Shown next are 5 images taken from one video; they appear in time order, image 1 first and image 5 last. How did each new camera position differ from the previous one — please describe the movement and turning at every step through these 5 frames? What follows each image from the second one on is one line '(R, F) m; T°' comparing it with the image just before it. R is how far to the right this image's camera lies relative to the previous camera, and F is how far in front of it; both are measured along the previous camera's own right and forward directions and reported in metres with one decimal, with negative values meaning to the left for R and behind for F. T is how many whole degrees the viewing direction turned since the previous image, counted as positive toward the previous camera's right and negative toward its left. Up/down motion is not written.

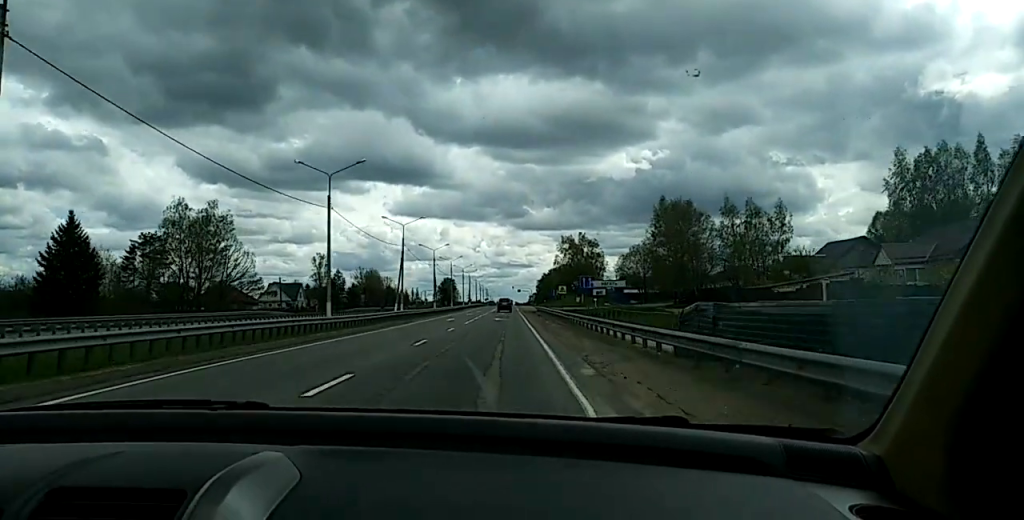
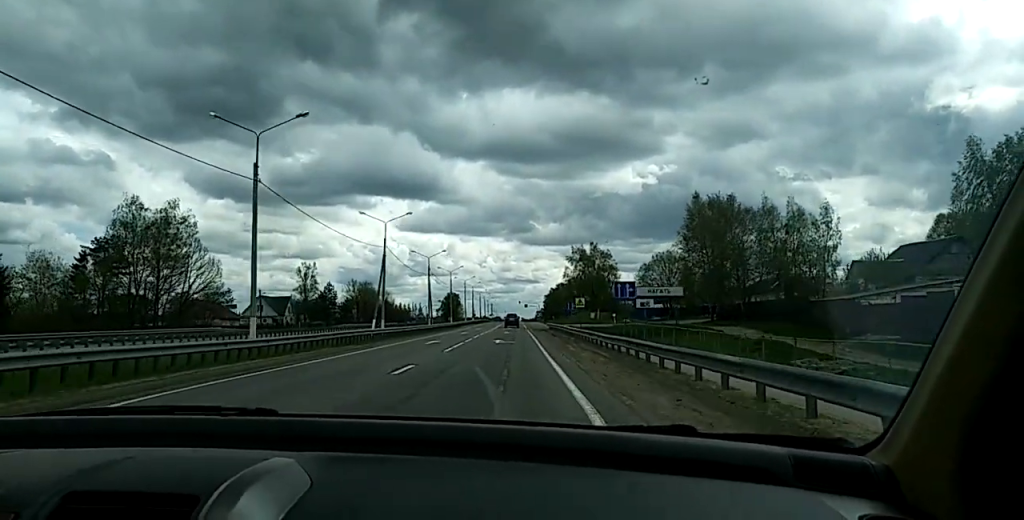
(+0.1, +15.9) m; 0°
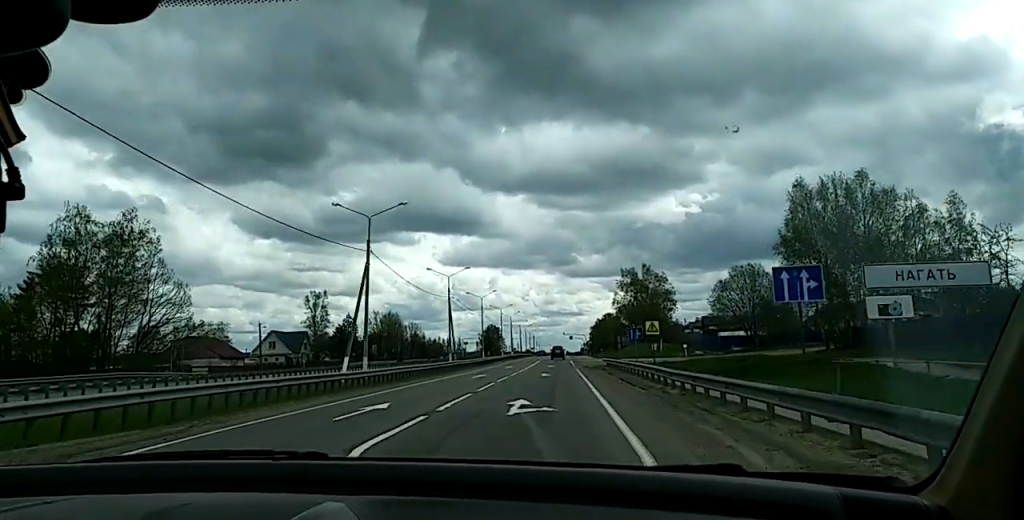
(0.0, +24.8) m; -1°
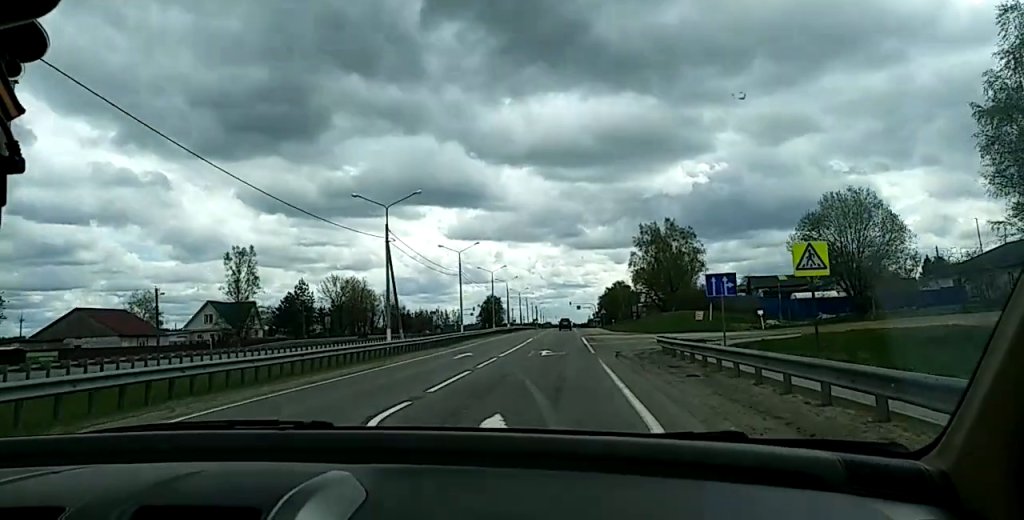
(-0.2, +39.4) m; 0°
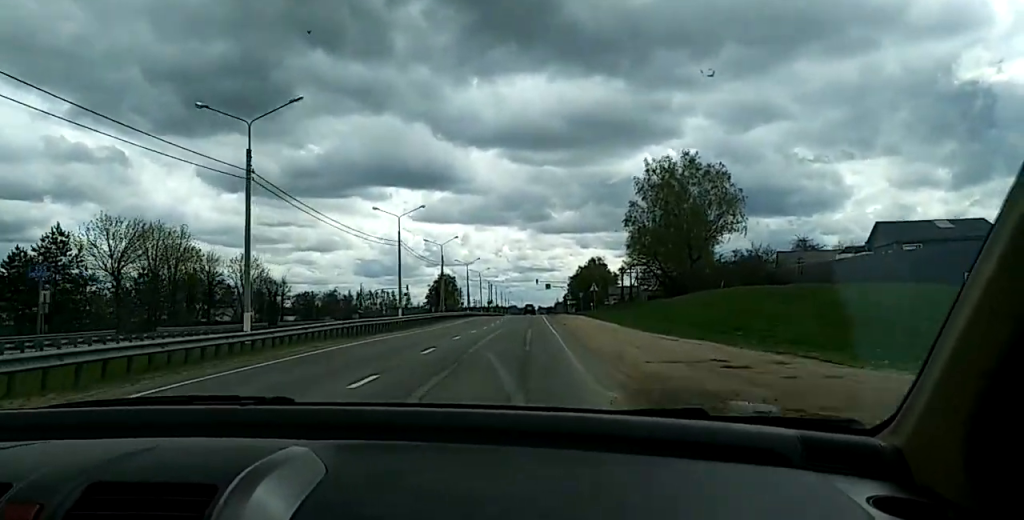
(+0.2, +55.1) m; 0°
